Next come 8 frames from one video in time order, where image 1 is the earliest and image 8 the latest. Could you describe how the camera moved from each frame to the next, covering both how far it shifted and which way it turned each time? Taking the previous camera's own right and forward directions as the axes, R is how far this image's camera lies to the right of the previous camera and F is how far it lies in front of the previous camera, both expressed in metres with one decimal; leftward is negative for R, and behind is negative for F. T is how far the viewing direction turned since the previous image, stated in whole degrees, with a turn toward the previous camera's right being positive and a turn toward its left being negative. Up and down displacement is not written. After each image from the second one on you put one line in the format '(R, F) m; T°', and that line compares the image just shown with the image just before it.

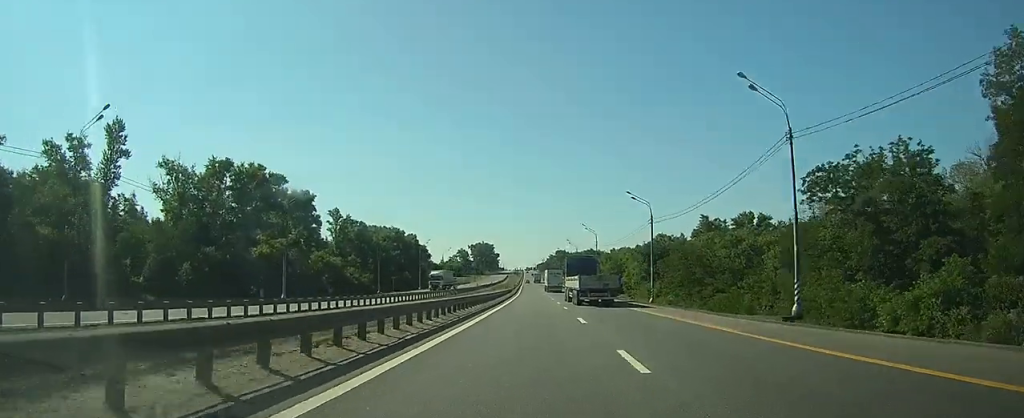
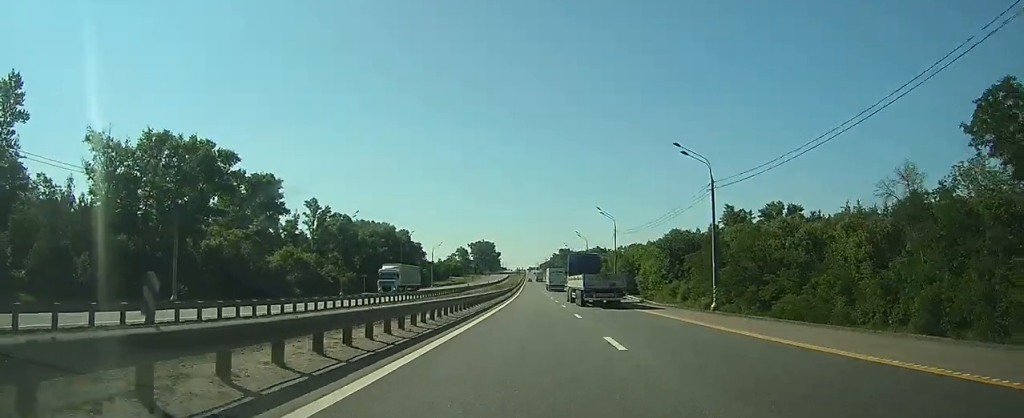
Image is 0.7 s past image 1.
(-0.1, +20.4) m; -1°
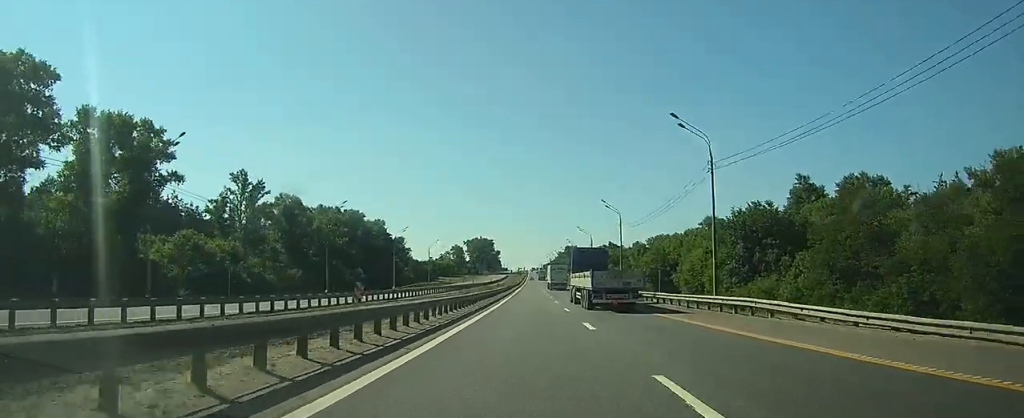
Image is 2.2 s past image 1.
(-0.4, +41.6) m; -1°
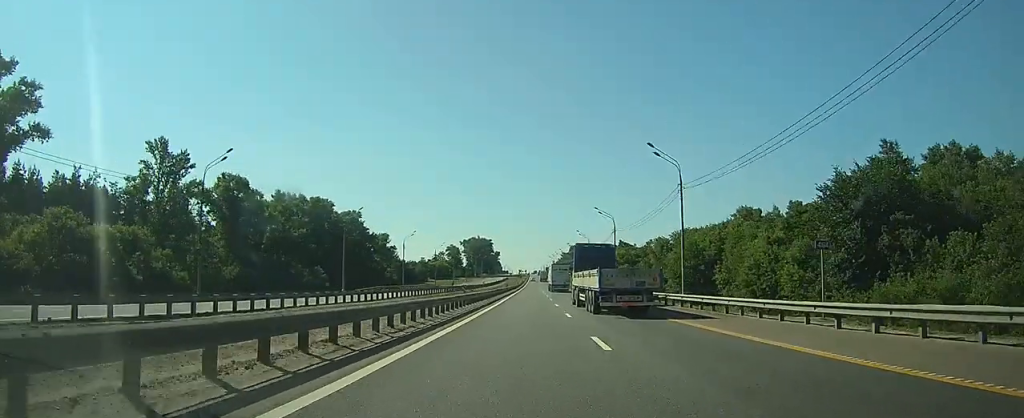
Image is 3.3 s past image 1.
(0.0, +28.6) m; 0°
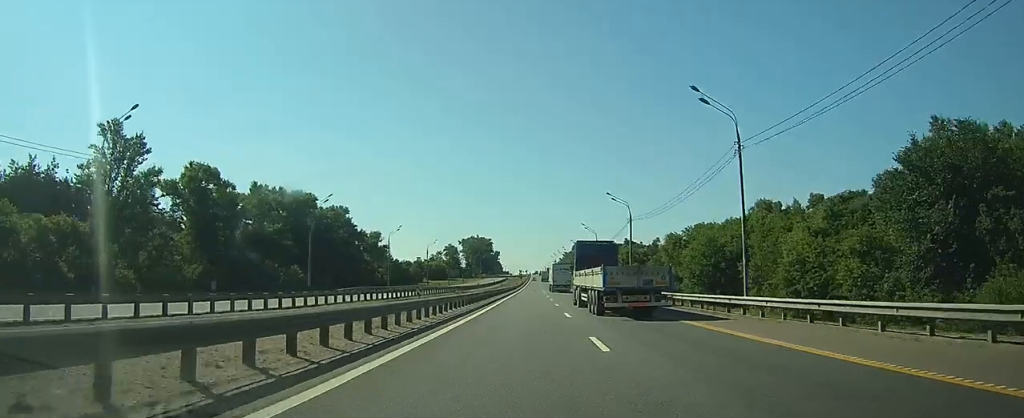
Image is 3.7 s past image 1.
(0.0, +12.0) m; 0°
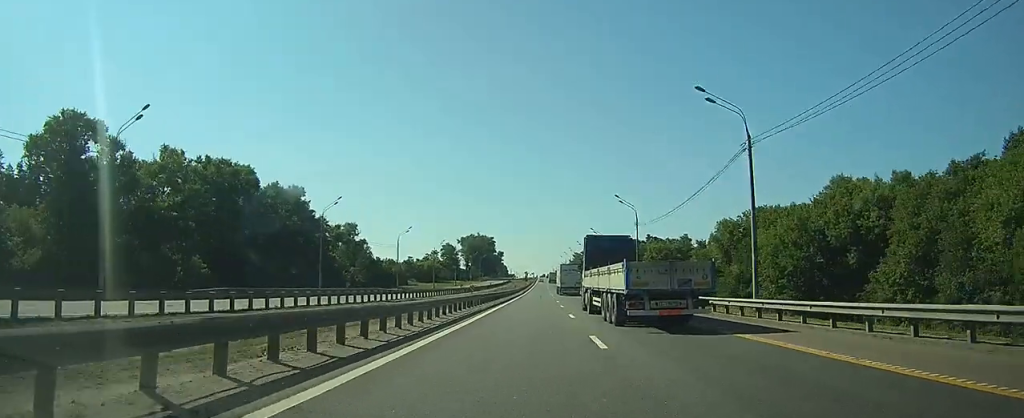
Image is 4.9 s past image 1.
(-0.3, +34.2) m; -1°
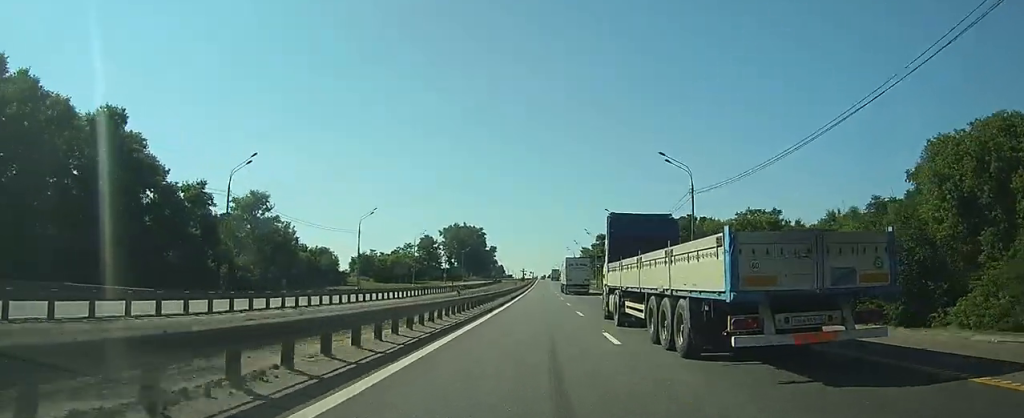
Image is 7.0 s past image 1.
(+0.1, +57.3) m; 0°
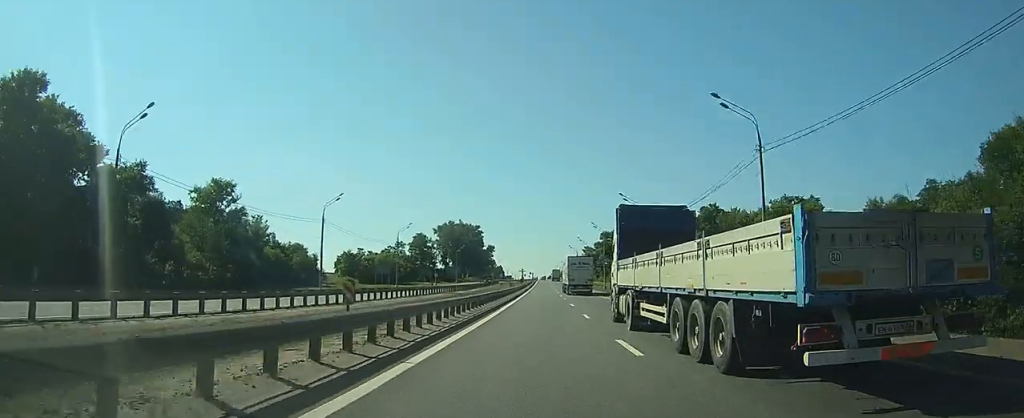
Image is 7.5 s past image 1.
(0.0, +13.8) m; 0°
